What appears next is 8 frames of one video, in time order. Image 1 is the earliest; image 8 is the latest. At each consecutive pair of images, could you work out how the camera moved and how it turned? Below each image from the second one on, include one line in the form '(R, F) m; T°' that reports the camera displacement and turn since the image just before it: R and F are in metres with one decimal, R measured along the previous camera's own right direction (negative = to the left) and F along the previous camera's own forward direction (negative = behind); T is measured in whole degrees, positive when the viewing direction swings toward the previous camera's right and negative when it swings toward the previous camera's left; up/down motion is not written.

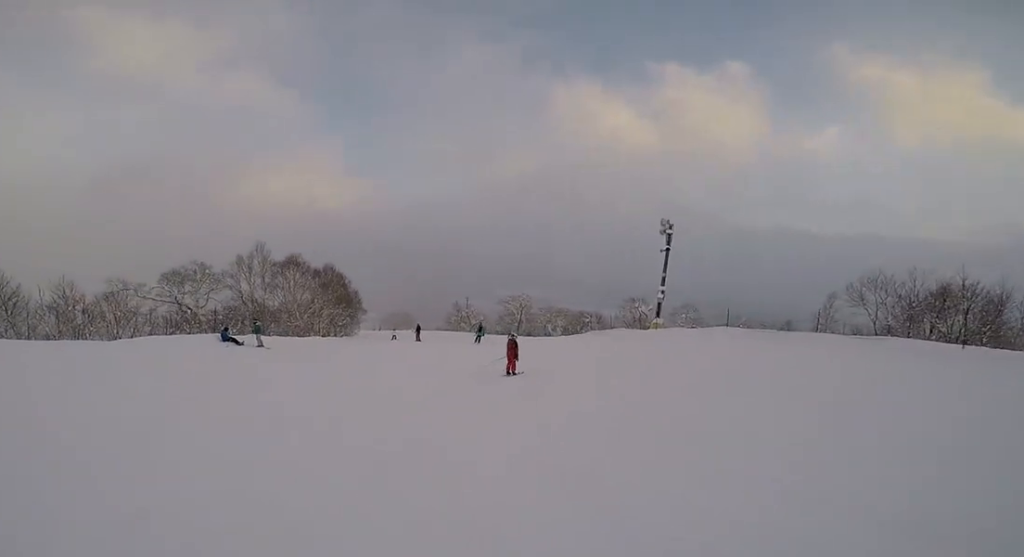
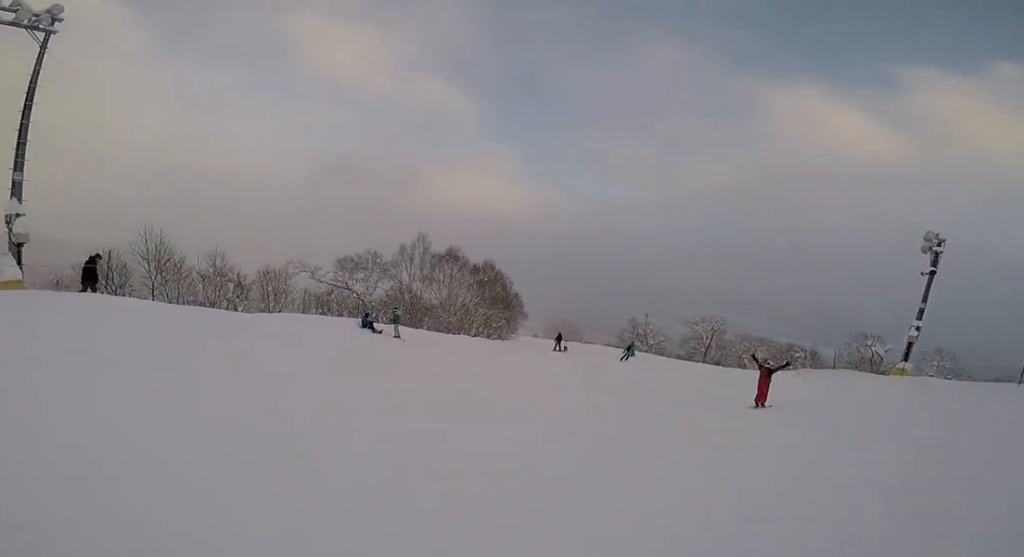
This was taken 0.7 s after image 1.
(-0.3, +3.0) m; -5°
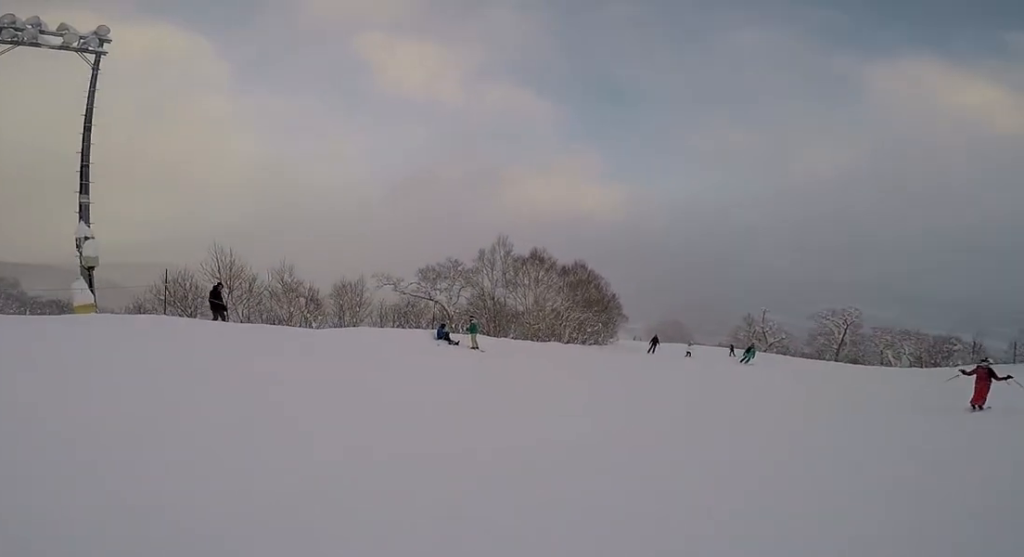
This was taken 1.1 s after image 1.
(0.0, +2.0) m; +2°
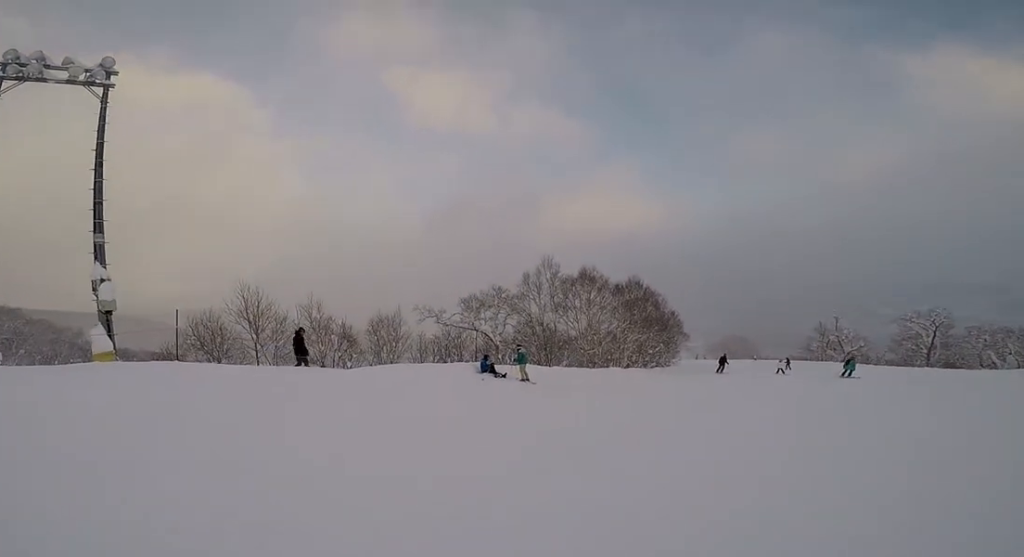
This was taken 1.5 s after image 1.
(-0.1, +1.9) m; +3°
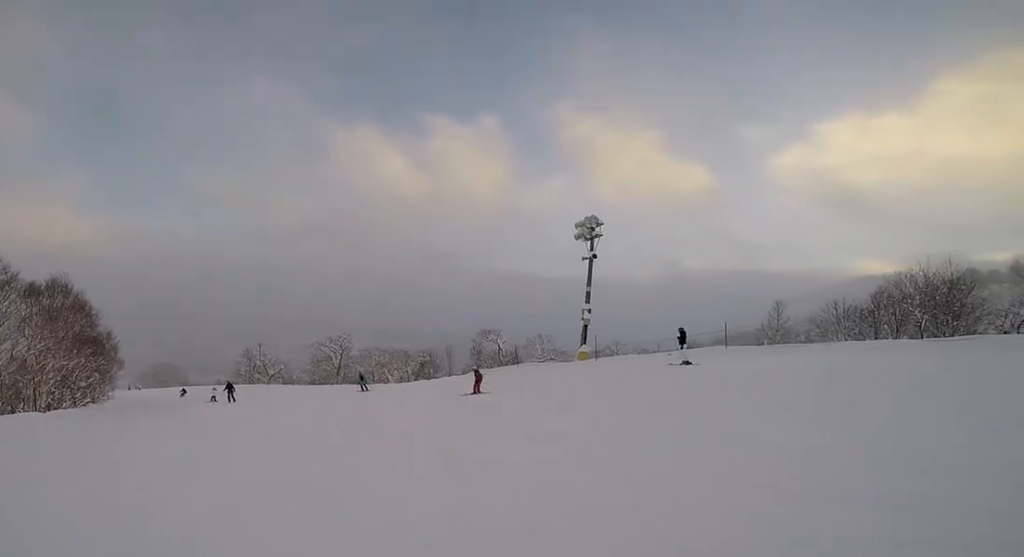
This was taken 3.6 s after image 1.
(+1.4, +8.4) m; +25°
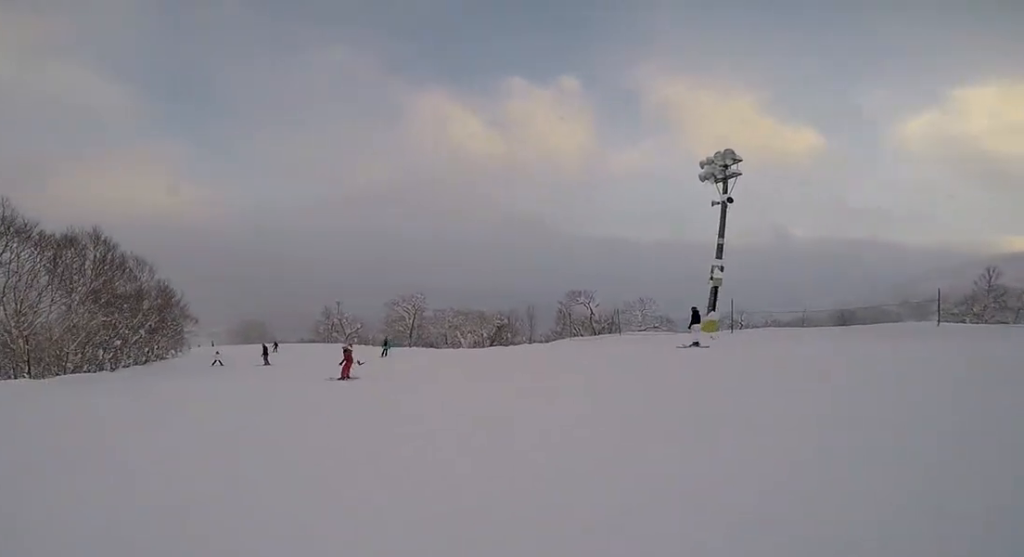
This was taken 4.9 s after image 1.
(+1.0, +4.2) m; +1°
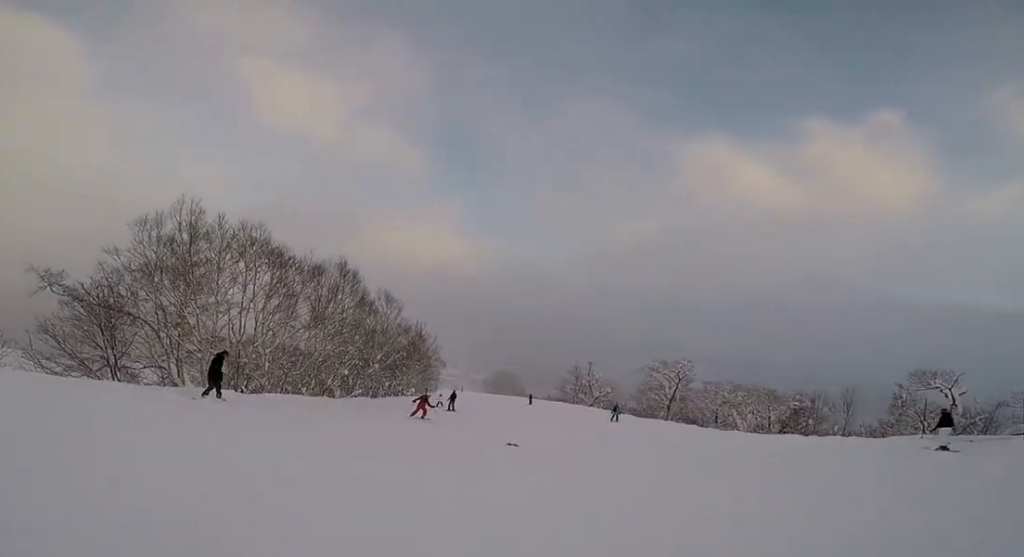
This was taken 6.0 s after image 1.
(-1.2, +3.1) m; -42°
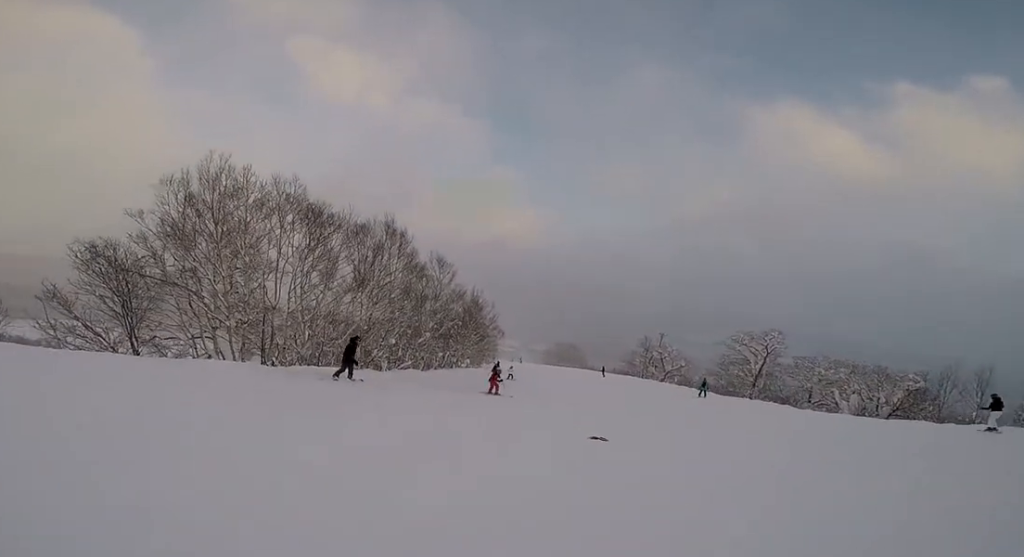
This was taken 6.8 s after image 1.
(-0.7, +2.1) m; -22°
